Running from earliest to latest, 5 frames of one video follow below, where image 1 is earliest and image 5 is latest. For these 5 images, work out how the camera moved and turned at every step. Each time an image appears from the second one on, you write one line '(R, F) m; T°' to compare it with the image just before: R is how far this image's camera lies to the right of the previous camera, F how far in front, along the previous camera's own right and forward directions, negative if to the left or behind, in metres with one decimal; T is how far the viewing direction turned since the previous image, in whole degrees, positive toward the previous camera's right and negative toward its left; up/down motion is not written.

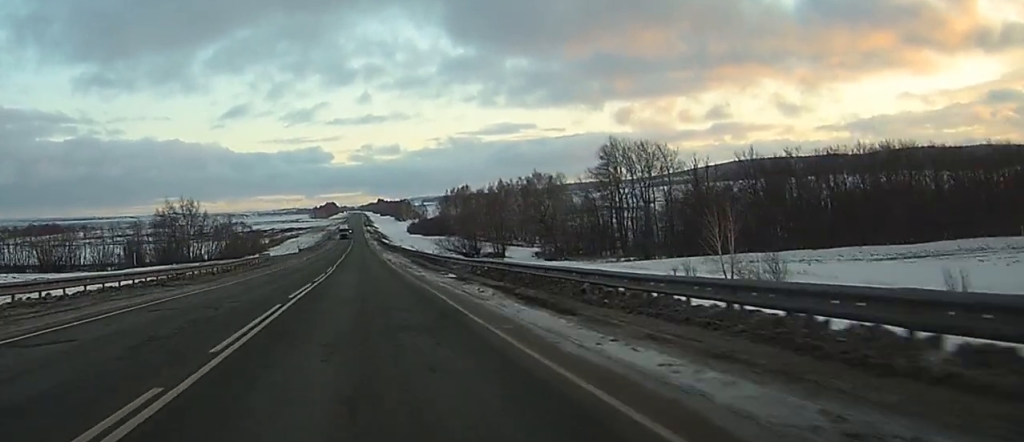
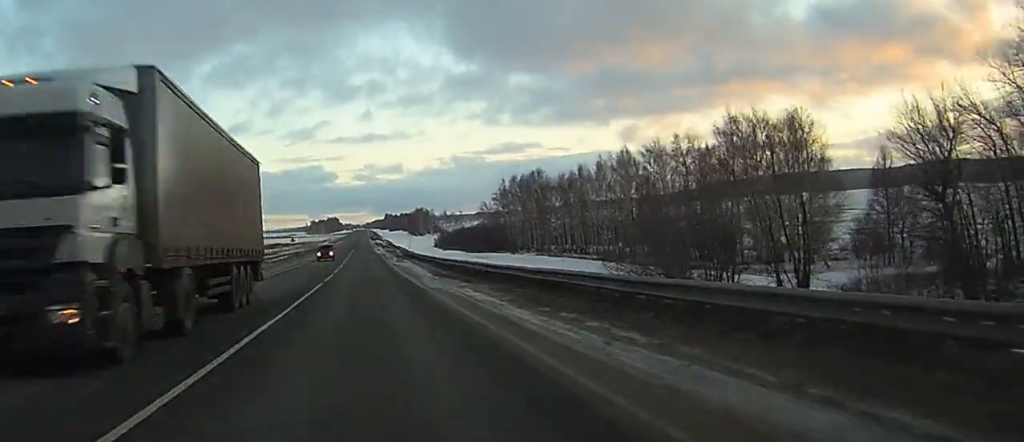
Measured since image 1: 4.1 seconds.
(+0.3, +129.6) m; 0°
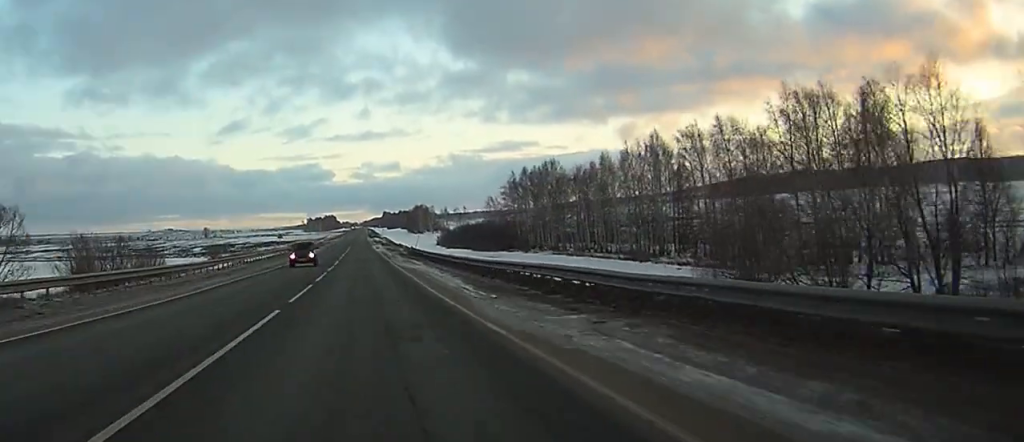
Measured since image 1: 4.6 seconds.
(0.0, +17.5) m; 0°
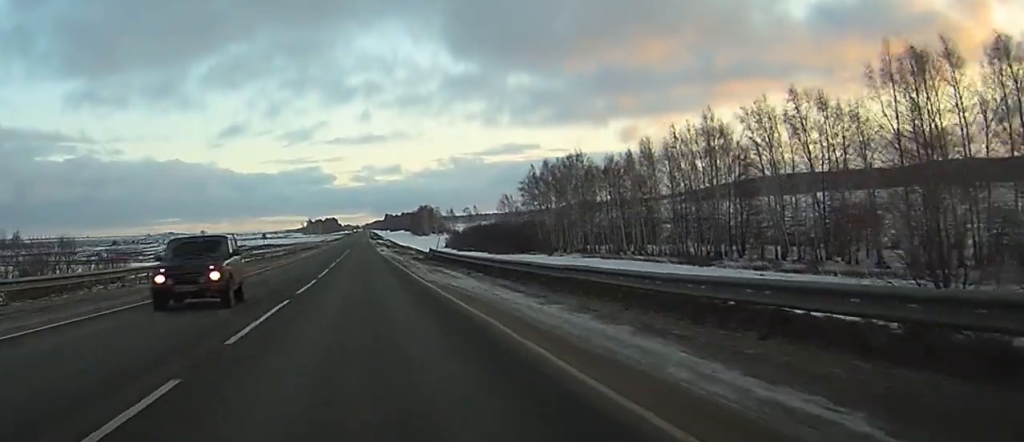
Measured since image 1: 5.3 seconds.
(+0.1, +22.0) m; 0°
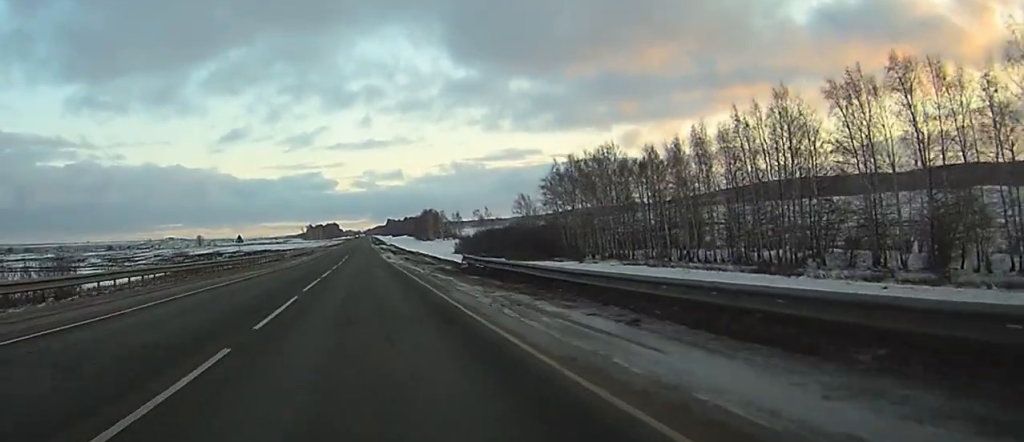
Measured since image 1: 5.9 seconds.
(0.0, +20.9) m; 0°
